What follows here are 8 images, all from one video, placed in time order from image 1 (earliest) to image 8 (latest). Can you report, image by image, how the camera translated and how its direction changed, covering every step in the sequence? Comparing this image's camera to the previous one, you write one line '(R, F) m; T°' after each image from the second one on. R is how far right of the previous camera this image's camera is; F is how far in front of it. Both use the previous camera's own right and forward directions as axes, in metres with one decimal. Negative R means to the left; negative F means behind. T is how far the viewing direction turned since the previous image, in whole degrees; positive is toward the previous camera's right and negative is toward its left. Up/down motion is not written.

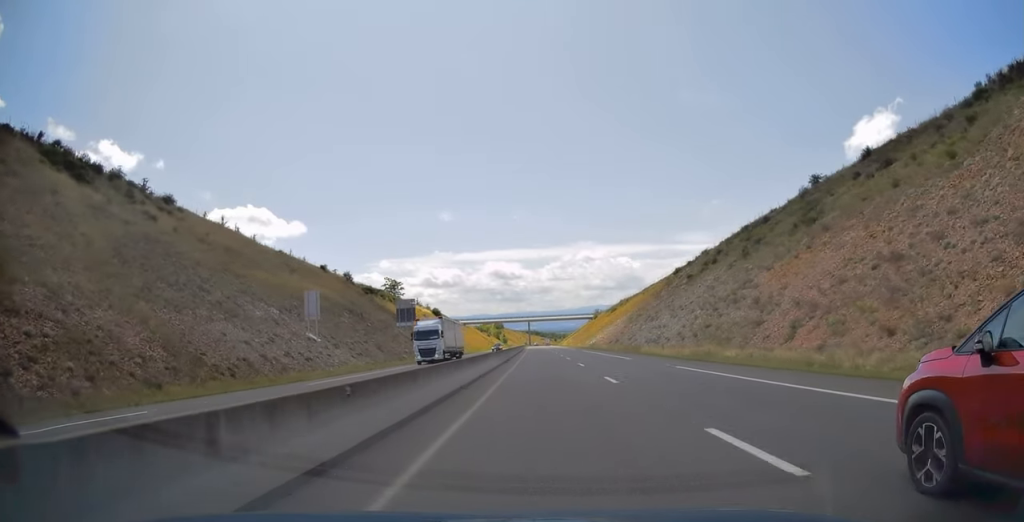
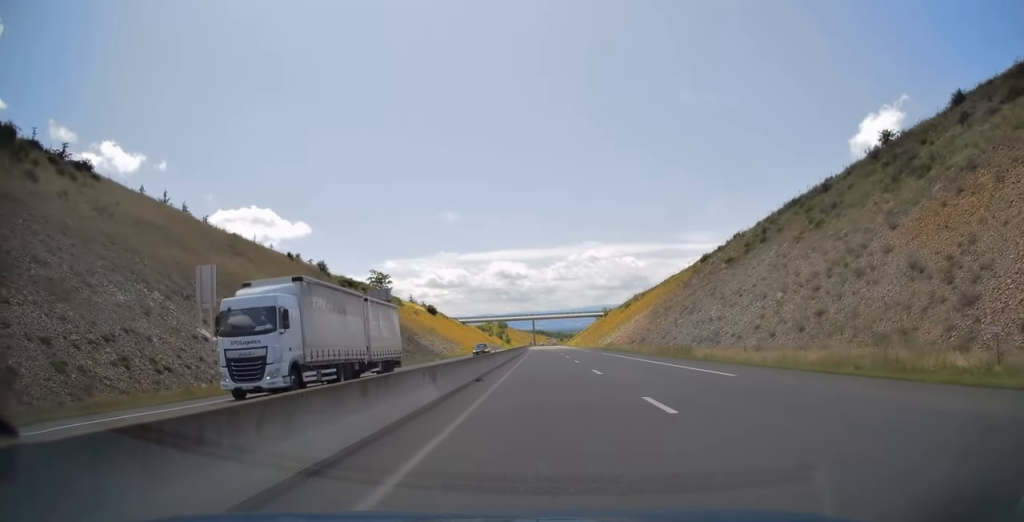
(0.0, +21.0) m; 0°
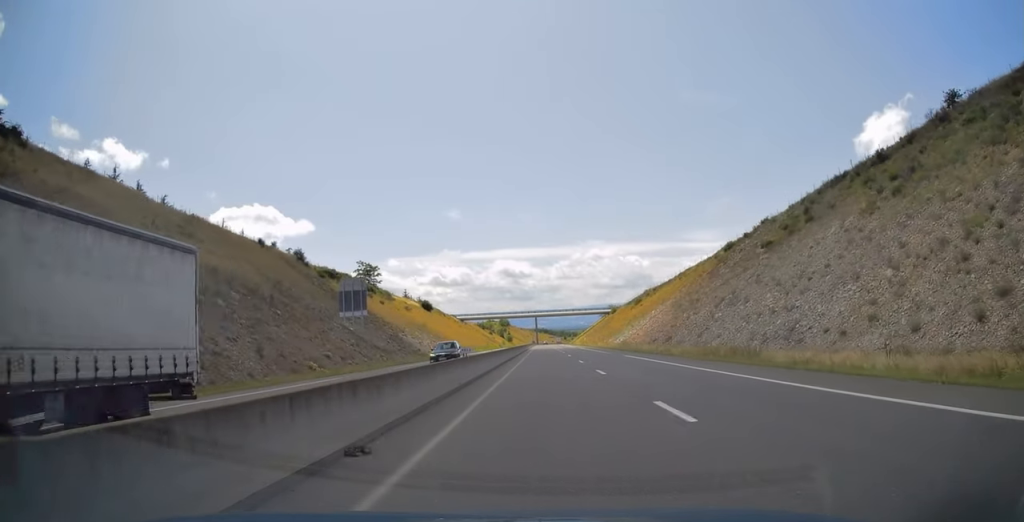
(0.0, +14.2) m; 0°
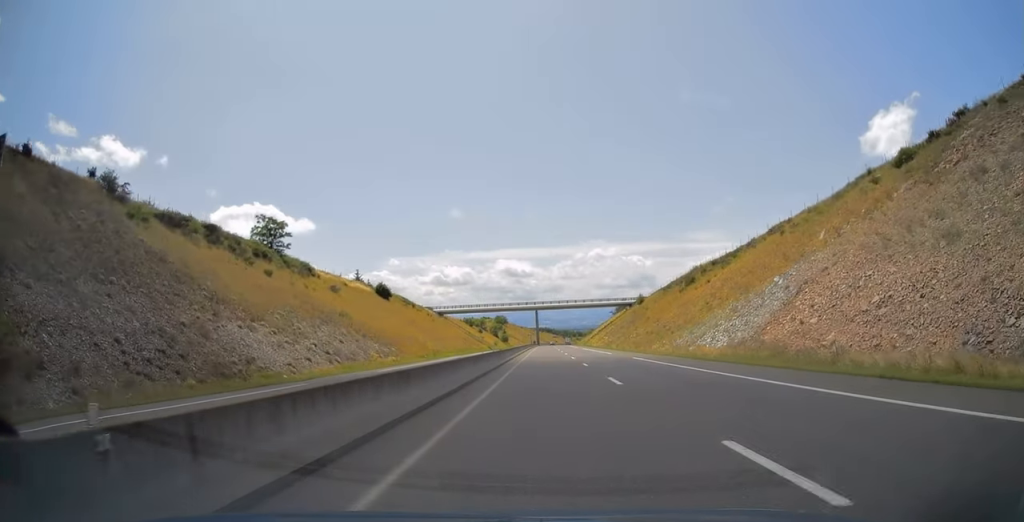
(-0.5, +56.6) m; -1°
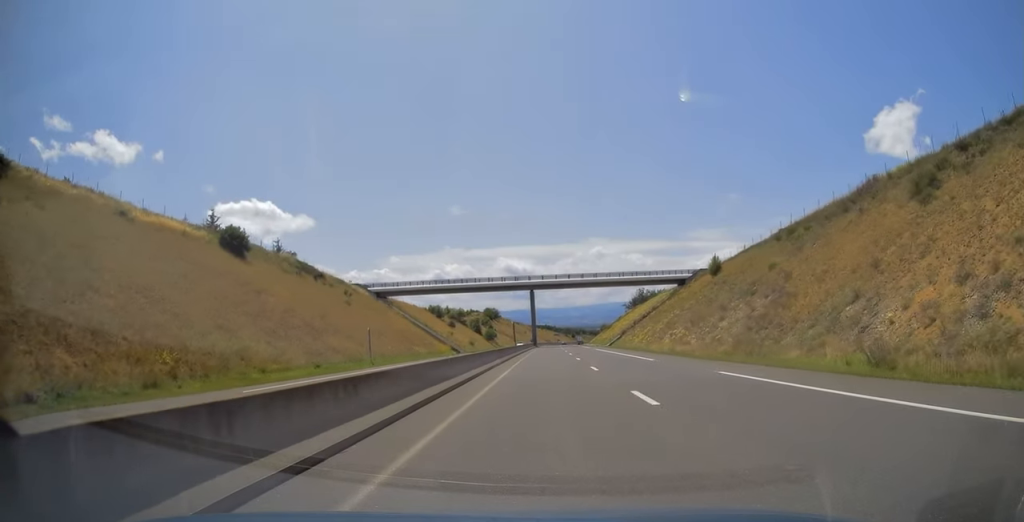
(0.0, +71.0) m; 0°
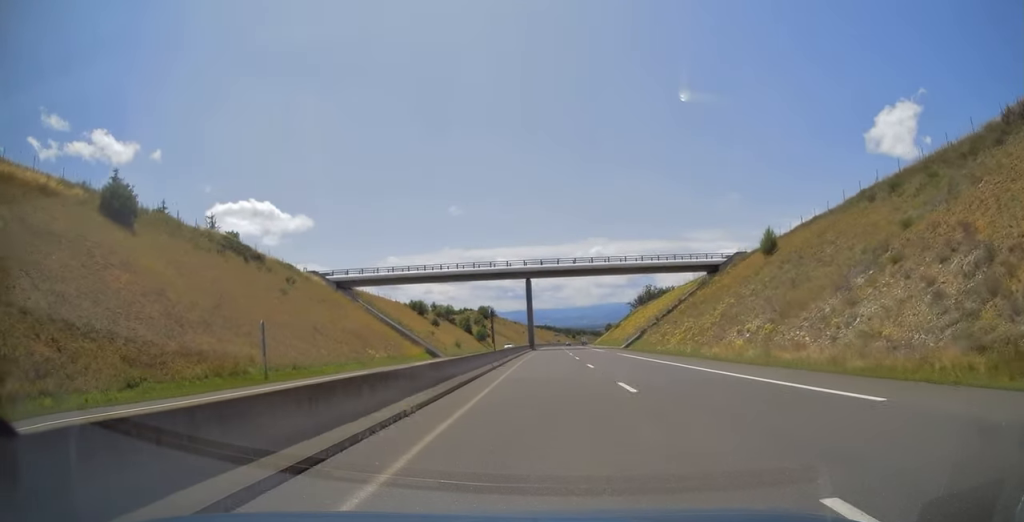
(0.0, +23.1) m; 0°
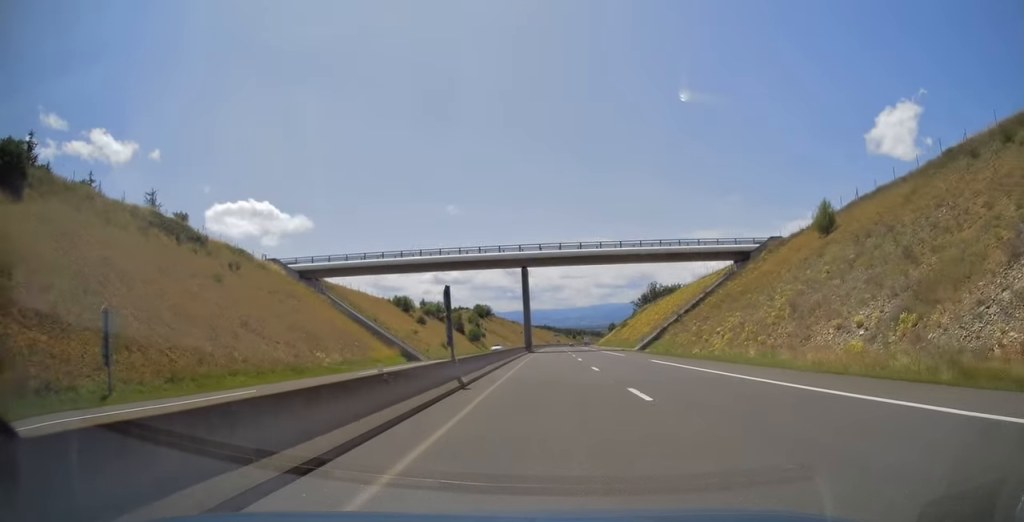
(0.0, +15.1) m; 0°
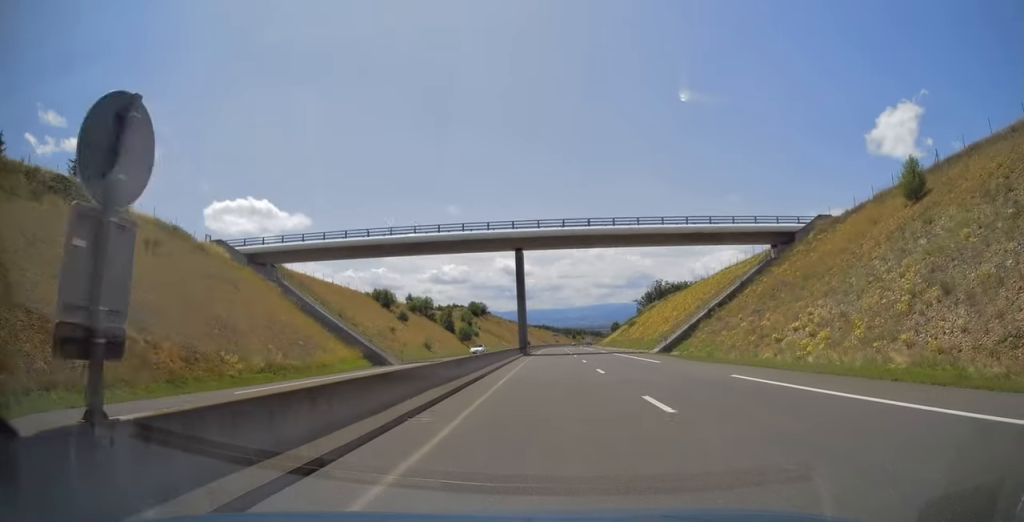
(0.0, +15.0) m; 0°
